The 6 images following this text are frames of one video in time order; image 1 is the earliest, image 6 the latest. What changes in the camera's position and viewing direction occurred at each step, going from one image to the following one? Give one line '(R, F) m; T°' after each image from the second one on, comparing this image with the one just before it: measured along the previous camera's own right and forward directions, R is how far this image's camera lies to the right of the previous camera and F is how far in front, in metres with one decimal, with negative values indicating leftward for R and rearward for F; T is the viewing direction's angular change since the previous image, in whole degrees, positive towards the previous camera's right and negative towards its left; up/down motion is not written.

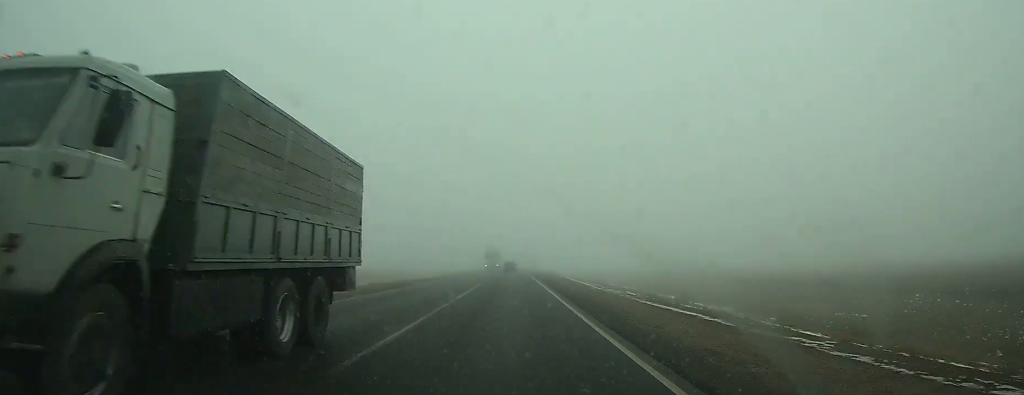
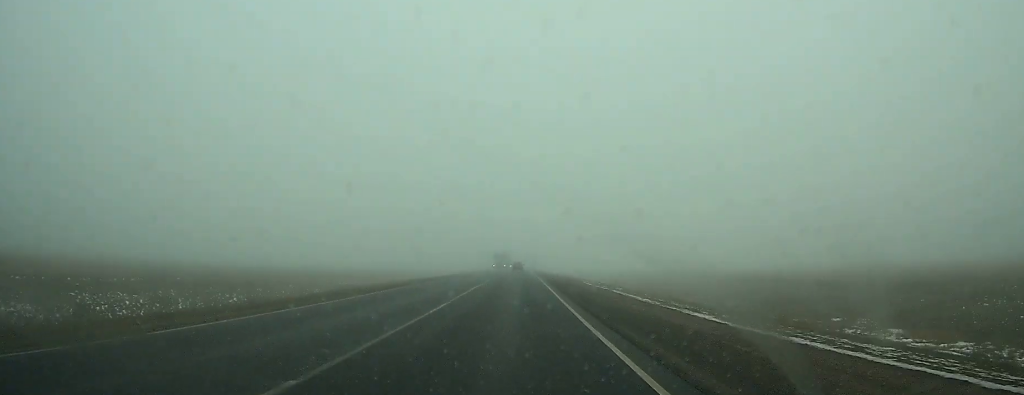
(-0.2, +68.2) m; 0°
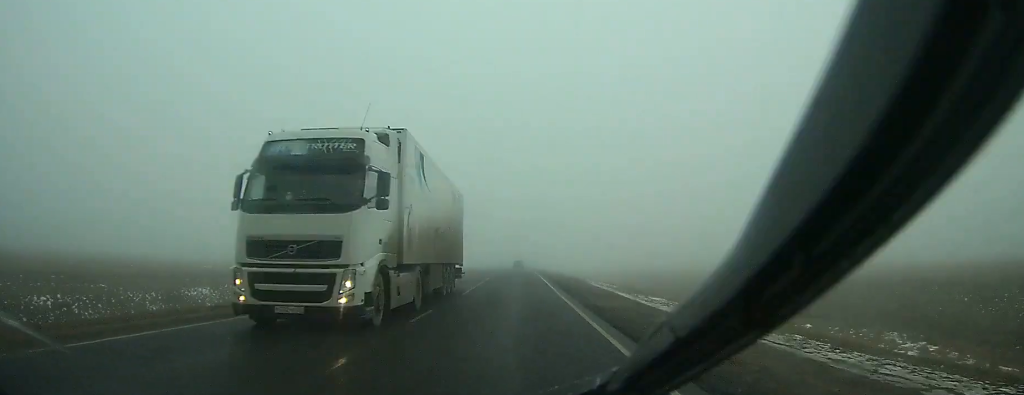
(-0.1, +84.3) m; 0°
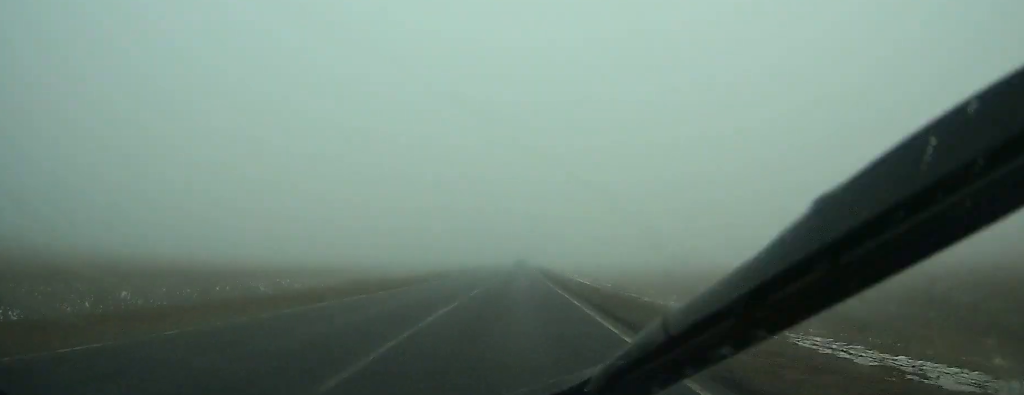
(+0.1, +69.8) m; 0°
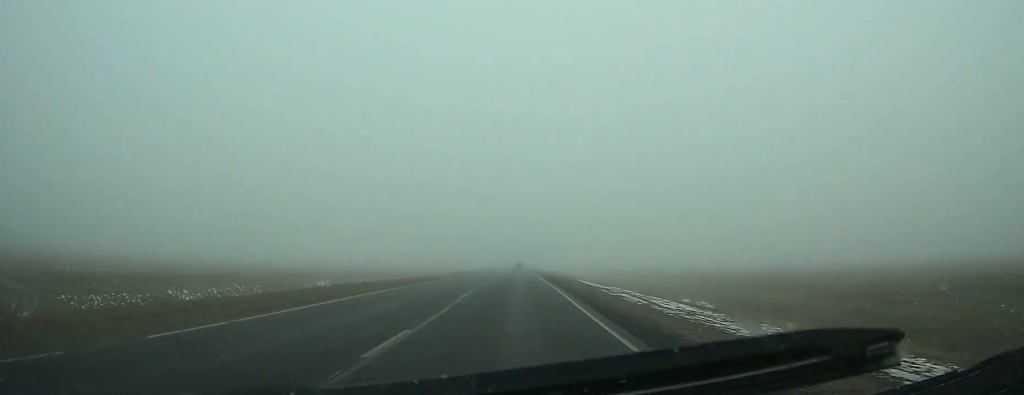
(+0.1, +51.6) m; 0°
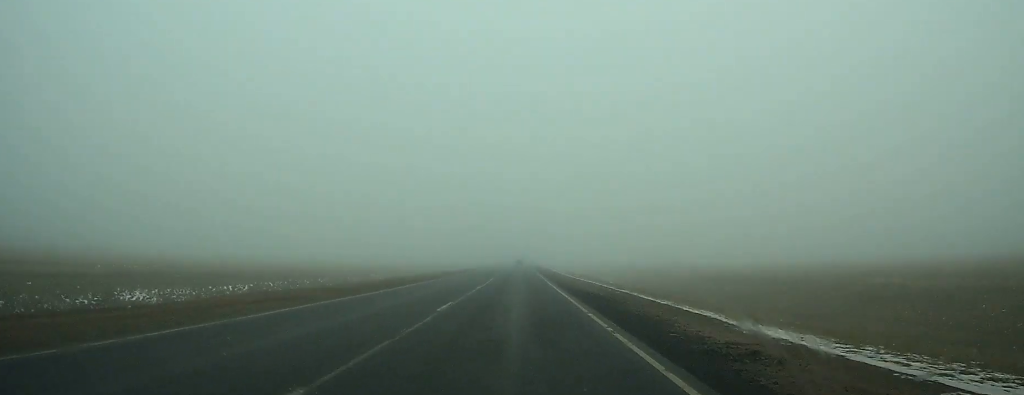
(0.0, +37.7) m; 0°
